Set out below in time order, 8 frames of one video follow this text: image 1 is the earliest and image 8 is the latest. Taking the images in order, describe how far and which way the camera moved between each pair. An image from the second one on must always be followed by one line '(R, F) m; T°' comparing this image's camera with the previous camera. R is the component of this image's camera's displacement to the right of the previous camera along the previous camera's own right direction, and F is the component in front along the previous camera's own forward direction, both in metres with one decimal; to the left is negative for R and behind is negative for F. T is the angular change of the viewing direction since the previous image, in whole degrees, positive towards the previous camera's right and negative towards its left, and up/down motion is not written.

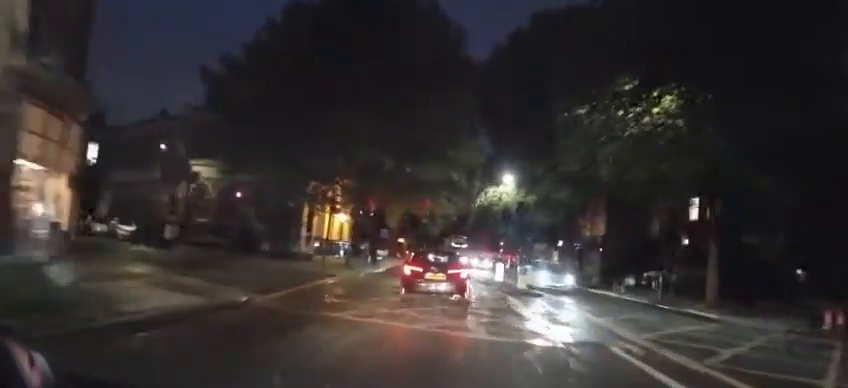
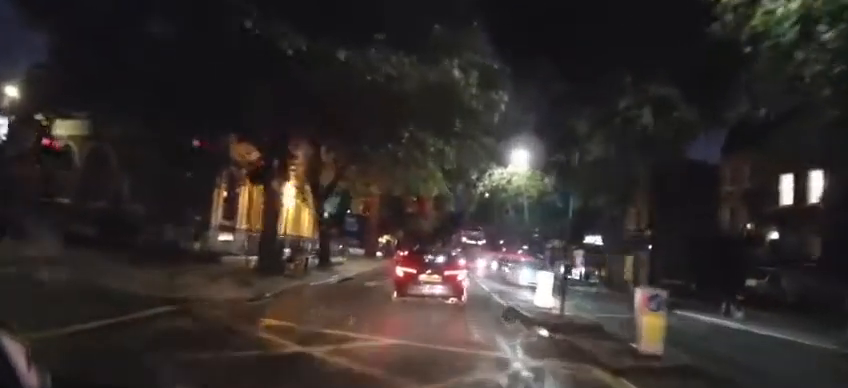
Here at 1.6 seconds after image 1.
(-0.2, +13.2) m; -1°
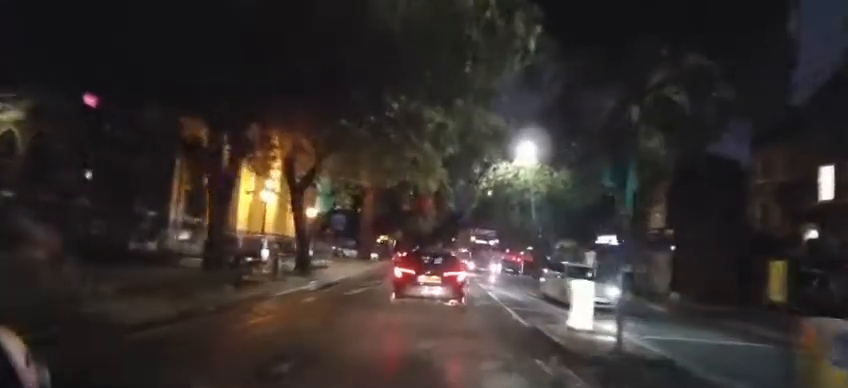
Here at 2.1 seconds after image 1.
(0.0, +3.8) m; 0°
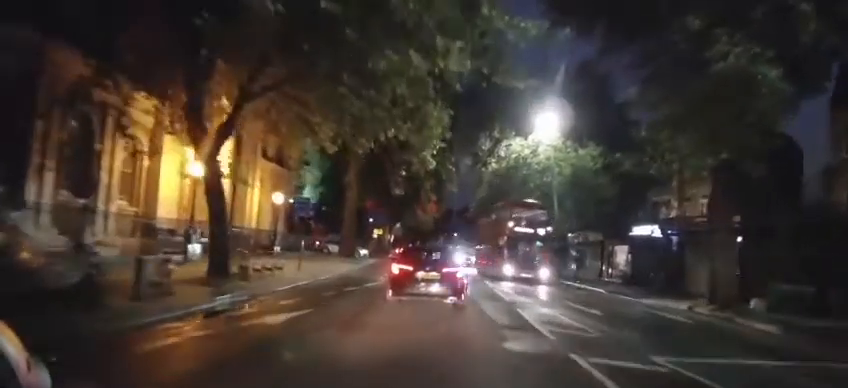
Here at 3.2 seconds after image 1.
(0.0, +8.3) m; -1°
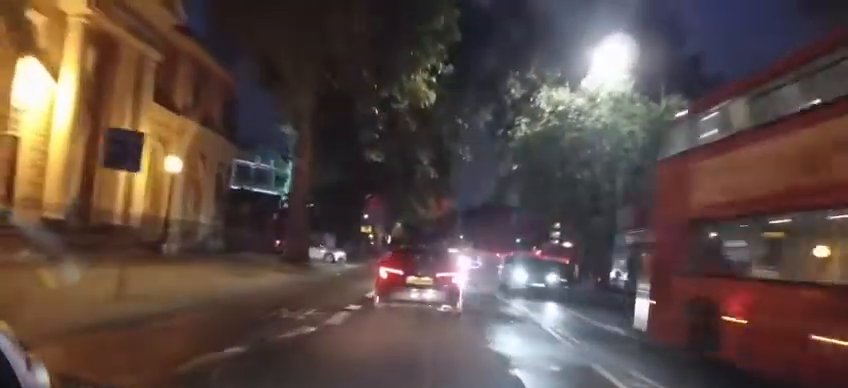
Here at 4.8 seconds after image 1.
(-0.3, +11.6) m; -3°
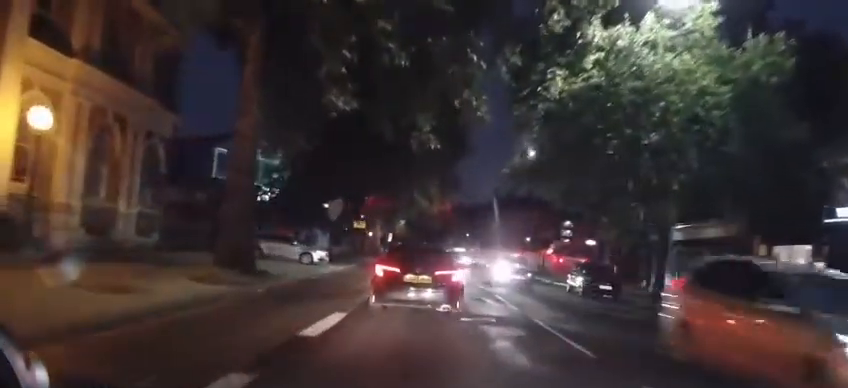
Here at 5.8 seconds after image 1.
(-0.1, +6.8) m; -1°
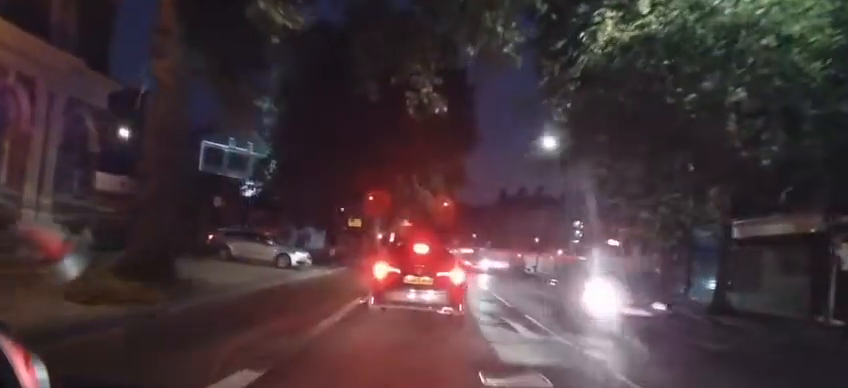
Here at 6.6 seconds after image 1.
(0.0, +5.0) m; 0°
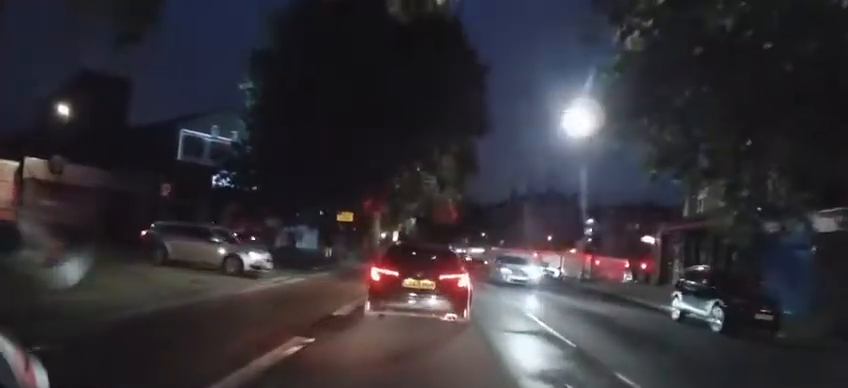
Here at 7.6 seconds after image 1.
(0.0, +5.6) m; 0°
